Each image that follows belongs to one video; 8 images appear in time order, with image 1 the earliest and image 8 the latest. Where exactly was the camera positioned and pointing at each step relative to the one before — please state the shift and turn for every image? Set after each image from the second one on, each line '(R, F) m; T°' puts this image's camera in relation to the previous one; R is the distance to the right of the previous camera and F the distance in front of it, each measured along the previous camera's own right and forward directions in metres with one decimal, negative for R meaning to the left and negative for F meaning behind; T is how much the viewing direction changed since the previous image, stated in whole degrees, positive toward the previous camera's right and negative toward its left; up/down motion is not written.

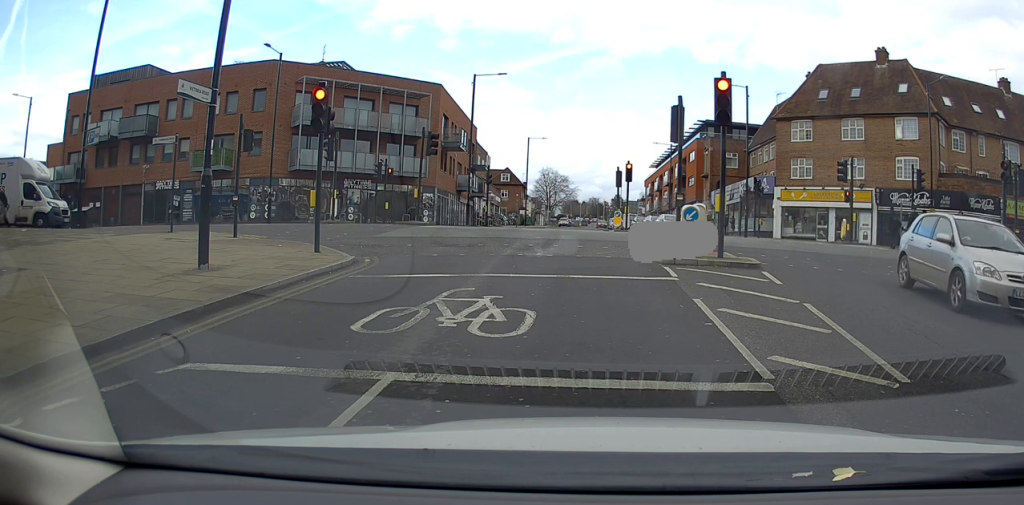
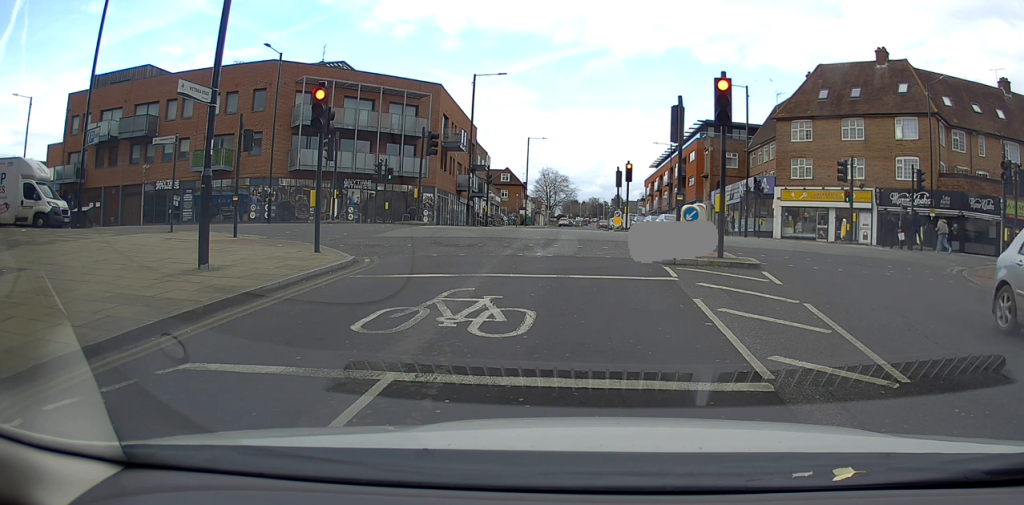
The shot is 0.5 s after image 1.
(0.0, 0.0) m; 0°
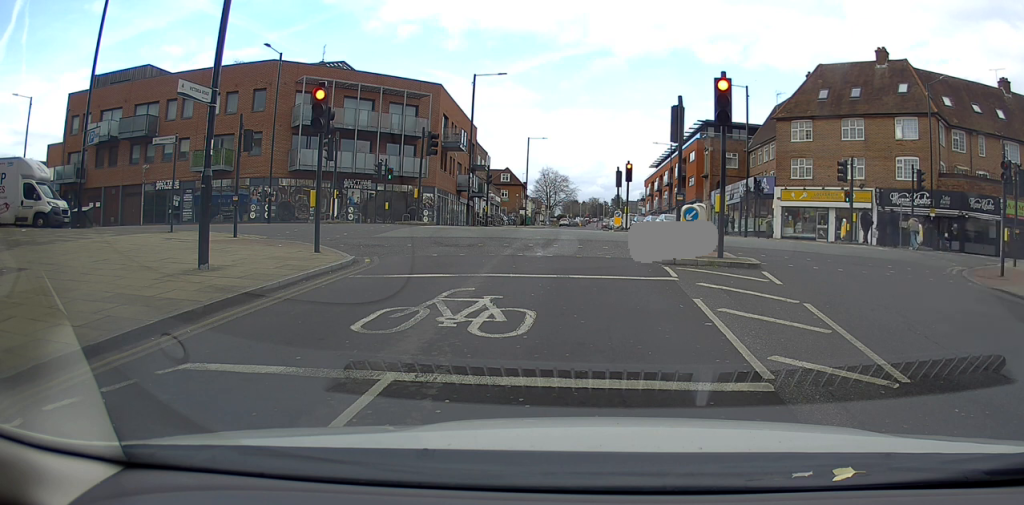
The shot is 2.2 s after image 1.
(0.0, 0.0) m; 0°
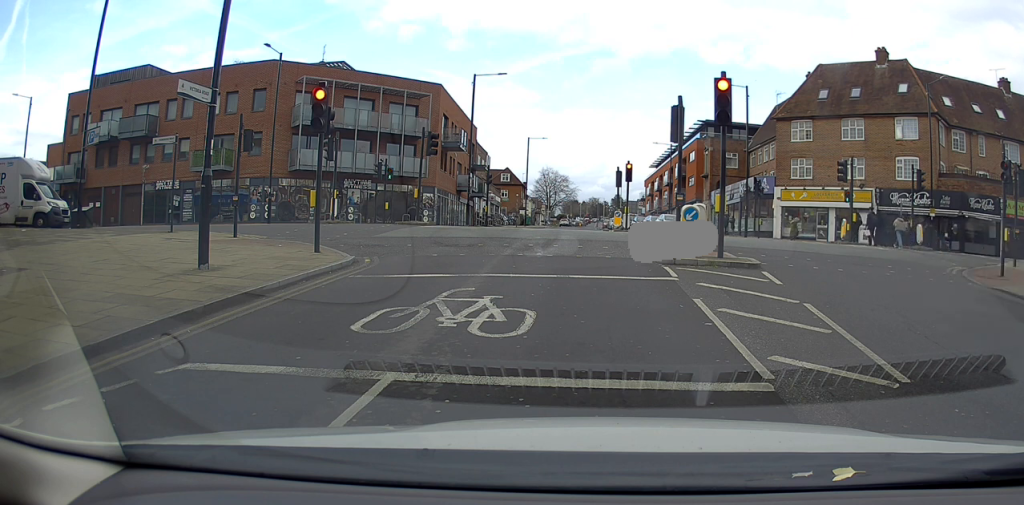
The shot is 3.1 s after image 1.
(0.0, 0.0) m; 0°
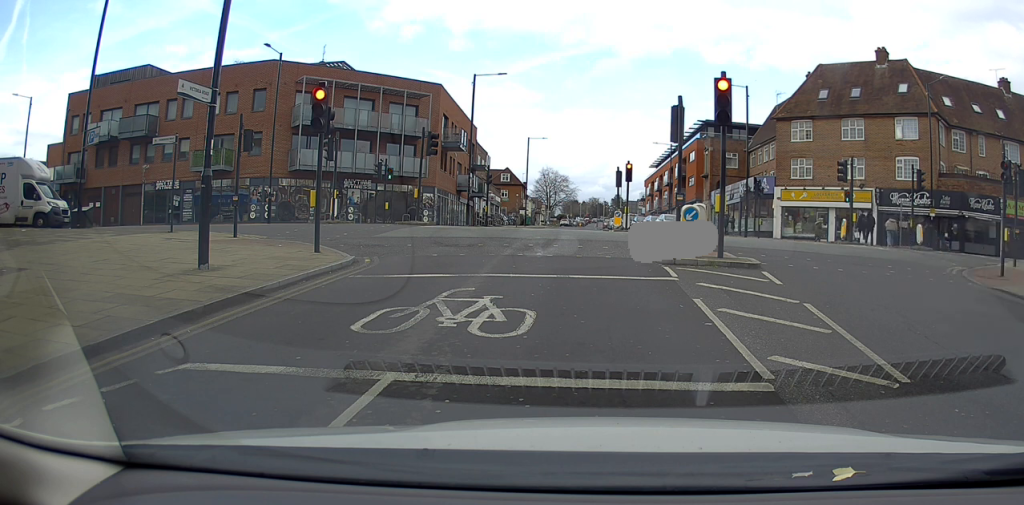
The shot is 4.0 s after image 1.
(0.0, 0.0) m; 0°
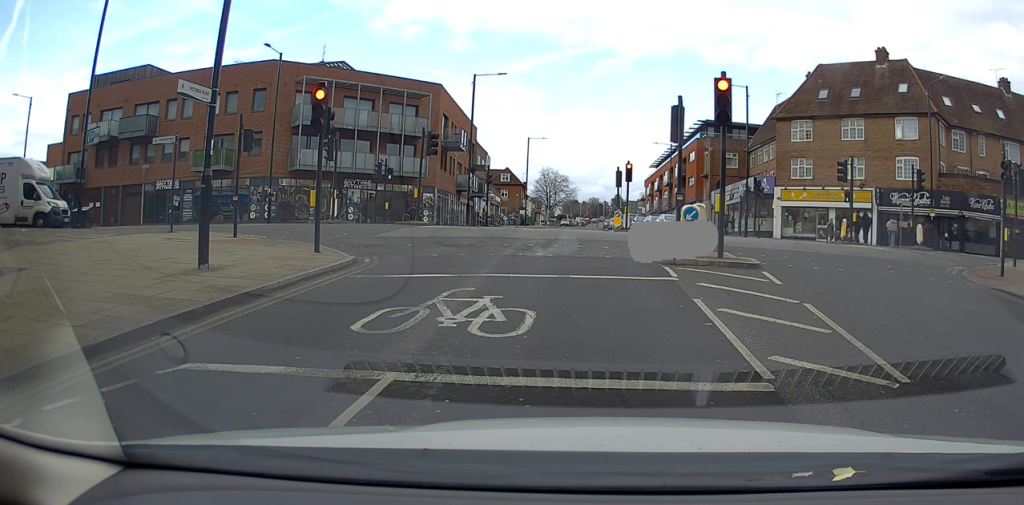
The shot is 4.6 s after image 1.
(0.0, 0.0) m; 0°
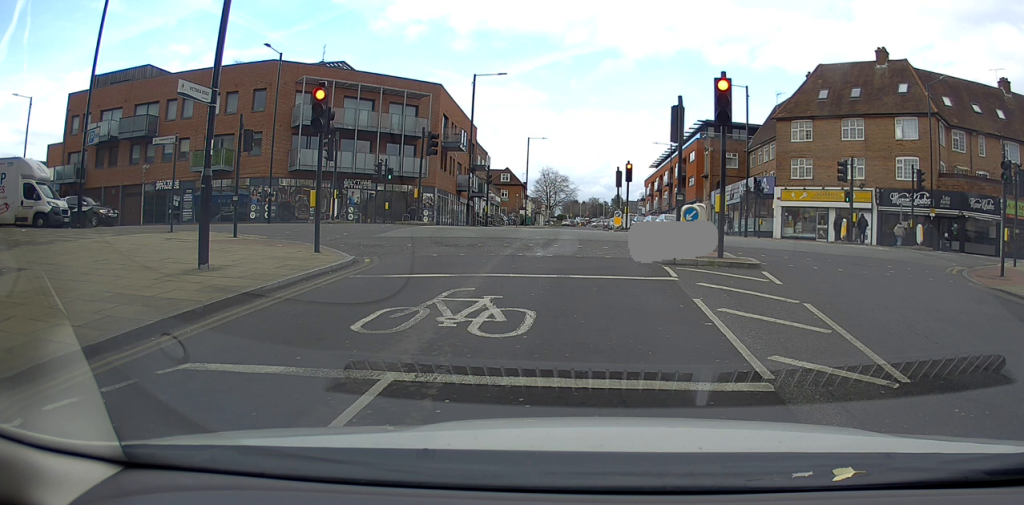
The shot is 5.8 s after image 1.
(0.0, 0.0) m; 0°
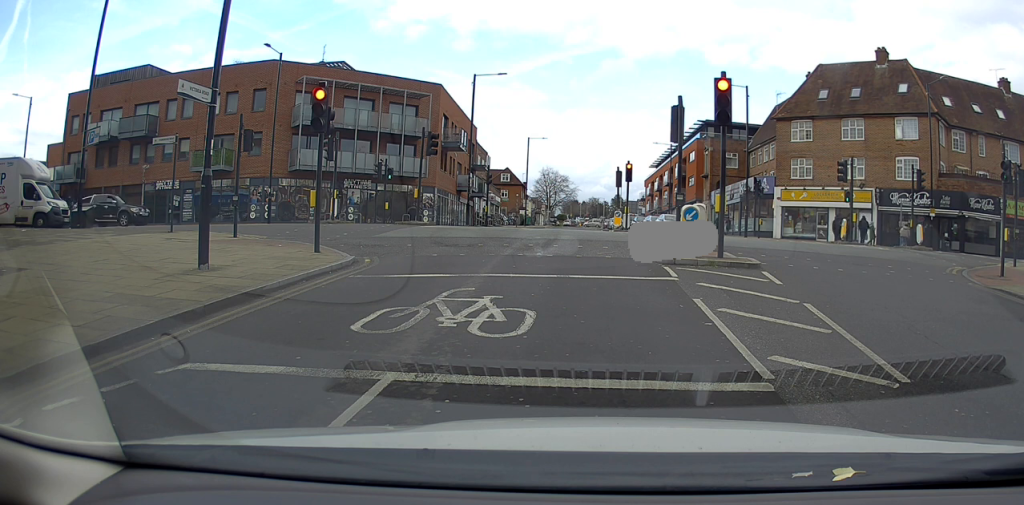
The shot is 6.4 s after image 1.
(0.0, 0.0) m; 0°
